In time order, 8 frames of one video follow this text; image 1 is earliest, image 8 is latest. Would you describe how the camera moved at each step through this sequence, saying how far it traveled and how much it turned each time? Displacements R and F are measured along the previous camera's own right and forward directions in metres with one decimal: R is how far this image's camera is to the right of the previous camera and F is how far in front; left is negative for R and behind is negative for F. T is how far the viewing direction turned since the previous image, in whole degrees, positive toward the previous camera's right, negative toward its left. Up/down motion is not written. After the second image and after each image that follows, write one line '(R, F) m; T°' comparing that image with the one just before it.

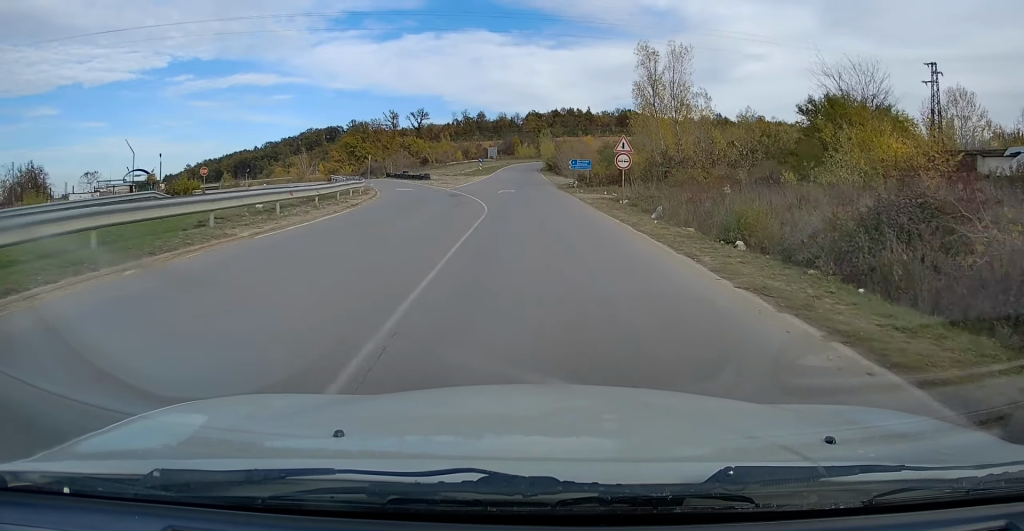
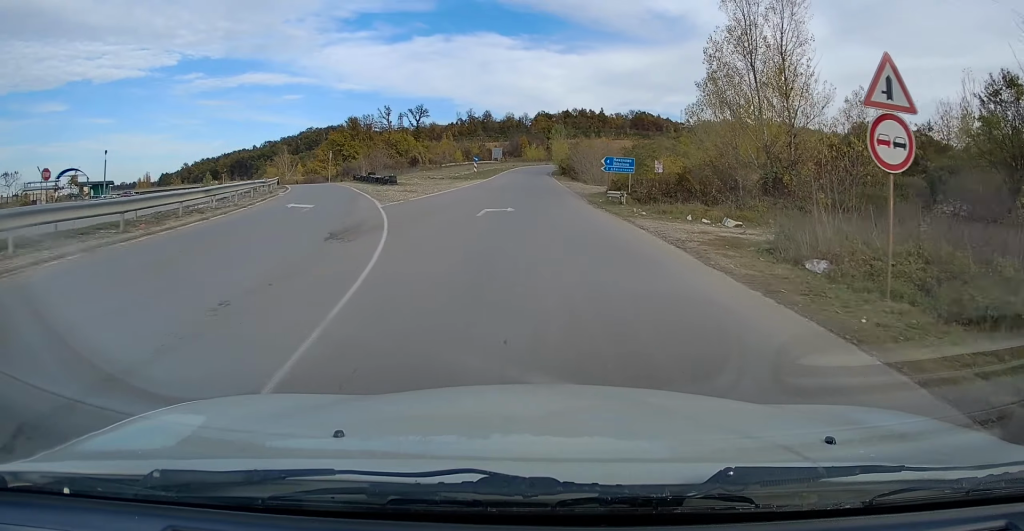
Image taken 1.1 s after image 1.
(-0.4, +20.5) m; 0°
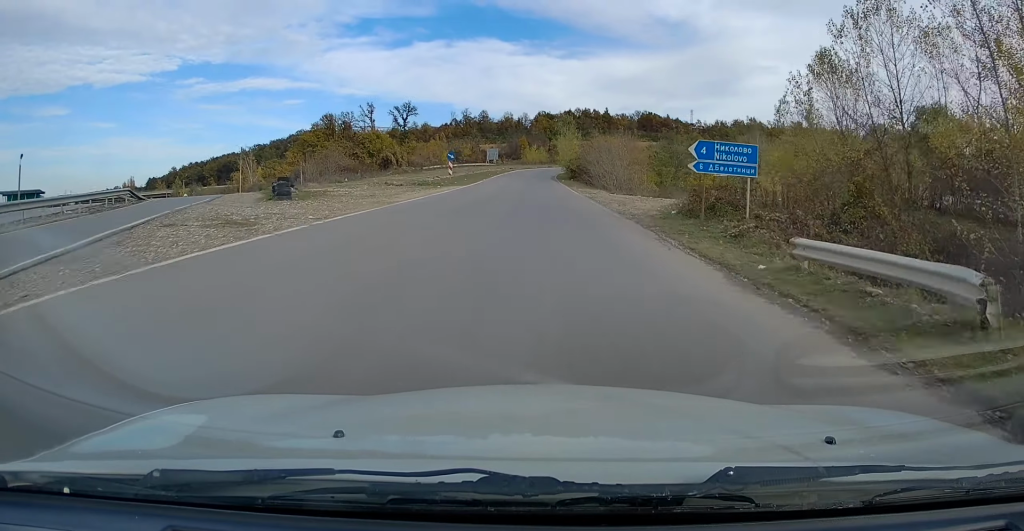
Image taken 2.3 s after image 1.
(+0.3, +21.2) m; 0°
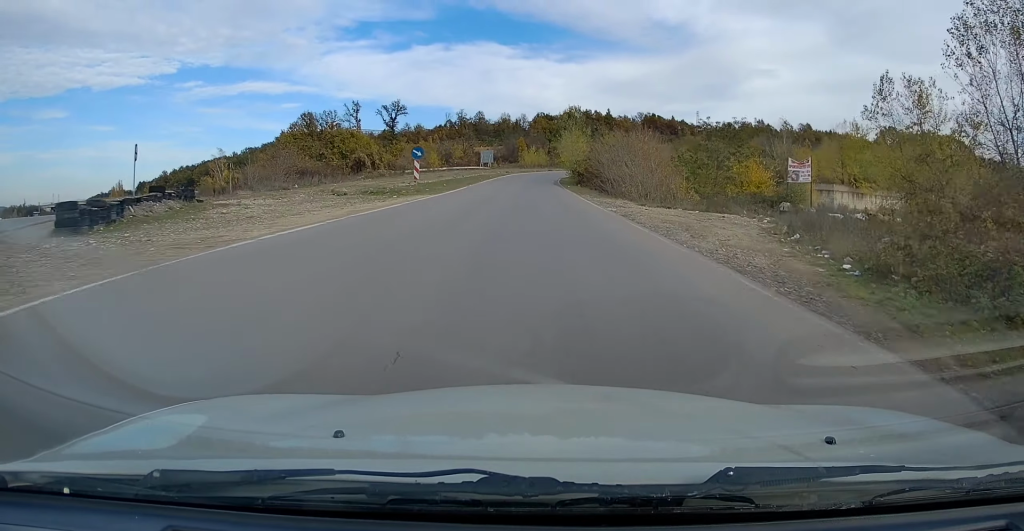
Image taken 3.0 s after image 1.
(-0.2, +13.4) m; 0°
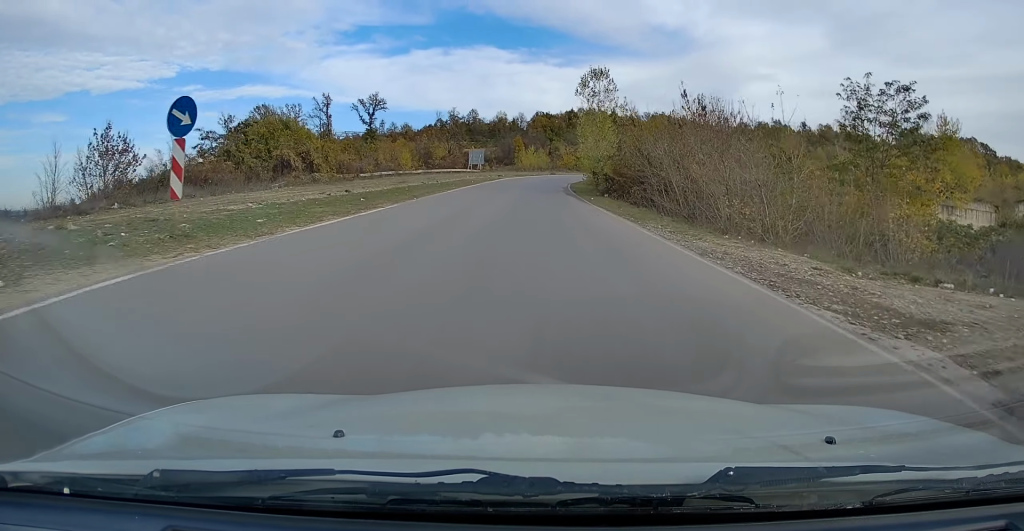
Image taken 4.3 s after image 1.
(+0.3, +23.1) m; 0°
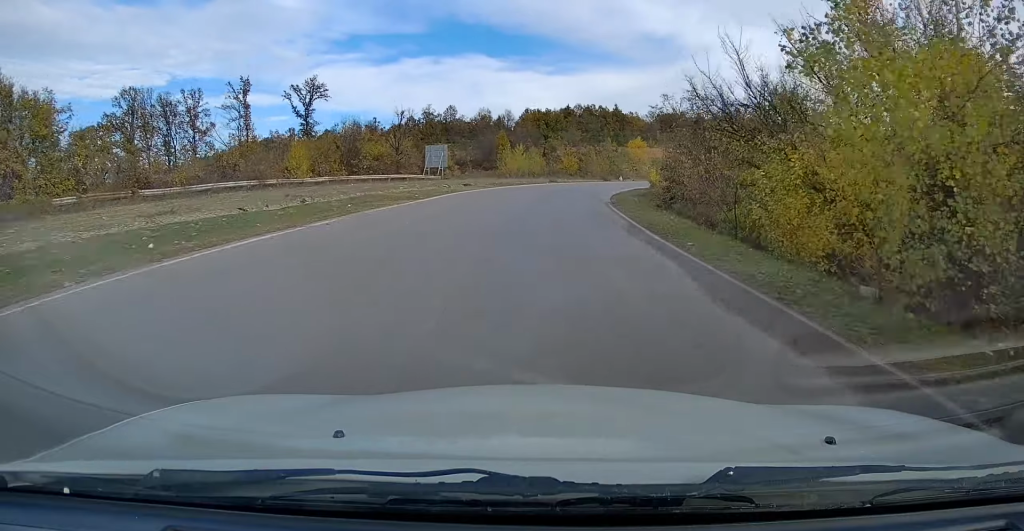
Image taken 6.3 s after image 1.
(+0.2, +37.5) m; +2°
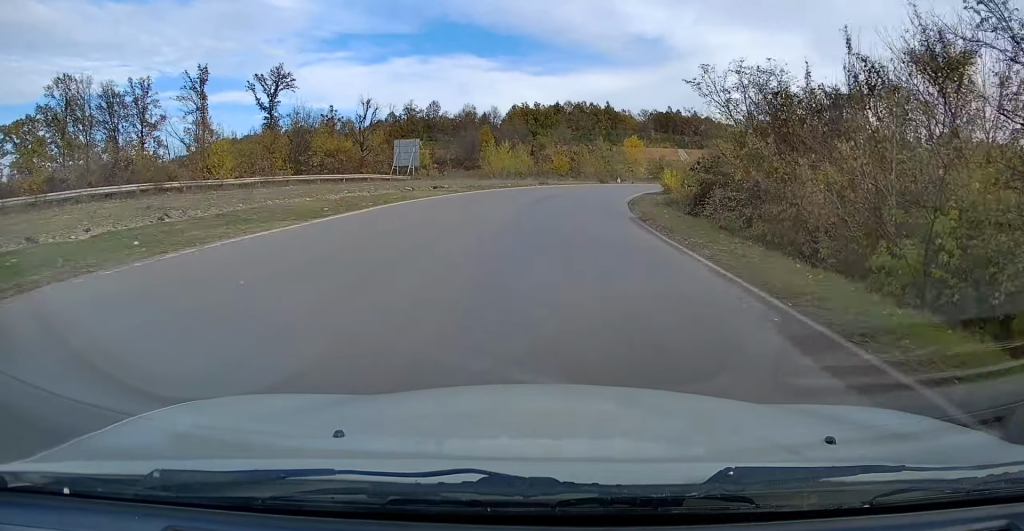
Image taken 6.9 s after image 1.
(0.0, +11.1) m; +1°
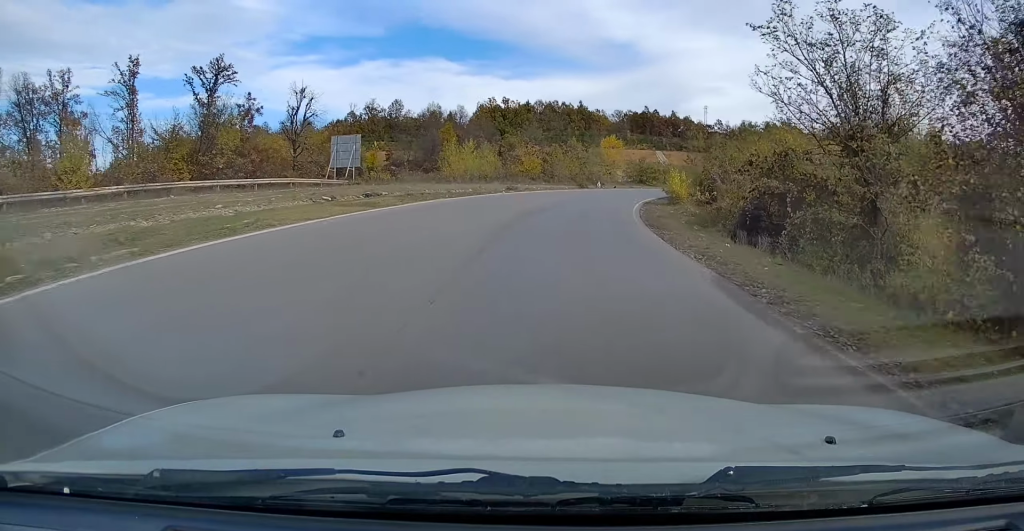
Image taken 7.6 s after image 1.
(+0.1, +11.5) m; +2°
